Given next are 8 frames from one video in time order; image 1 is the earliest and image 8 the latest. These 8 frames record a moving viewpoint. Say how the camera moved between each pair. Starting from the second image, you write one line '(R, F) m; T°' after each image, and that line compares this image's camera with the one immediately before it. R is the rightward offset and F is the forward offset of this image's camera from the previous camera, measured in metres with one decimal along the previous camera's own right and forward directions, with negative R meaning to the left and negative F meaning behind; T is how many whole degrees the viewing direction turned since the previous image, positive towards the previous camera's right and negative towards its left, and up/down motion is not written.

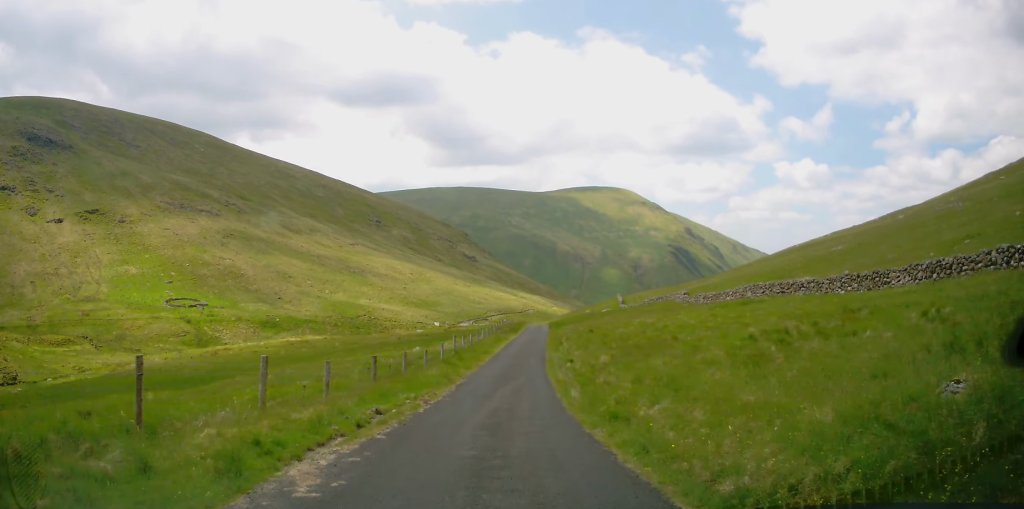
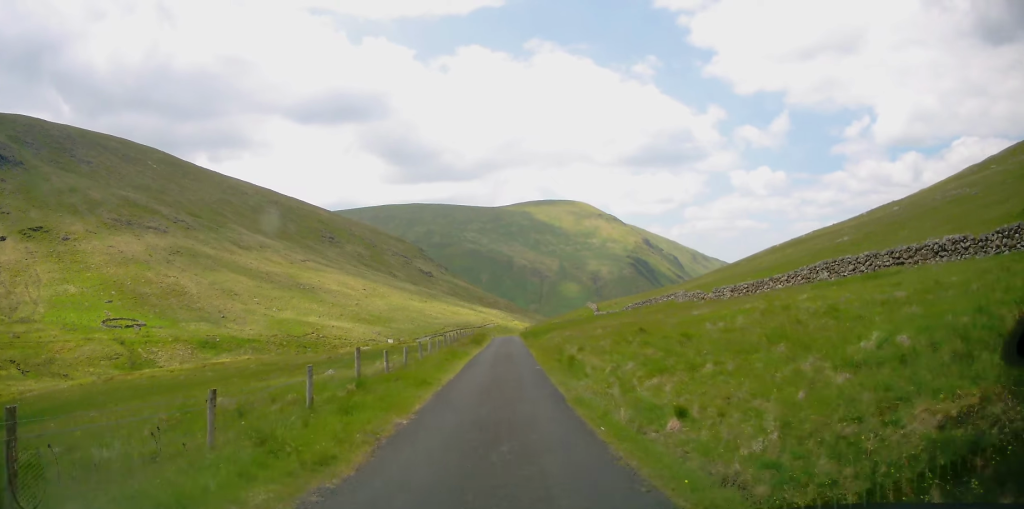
(+1.1, +16.9) m; +3°
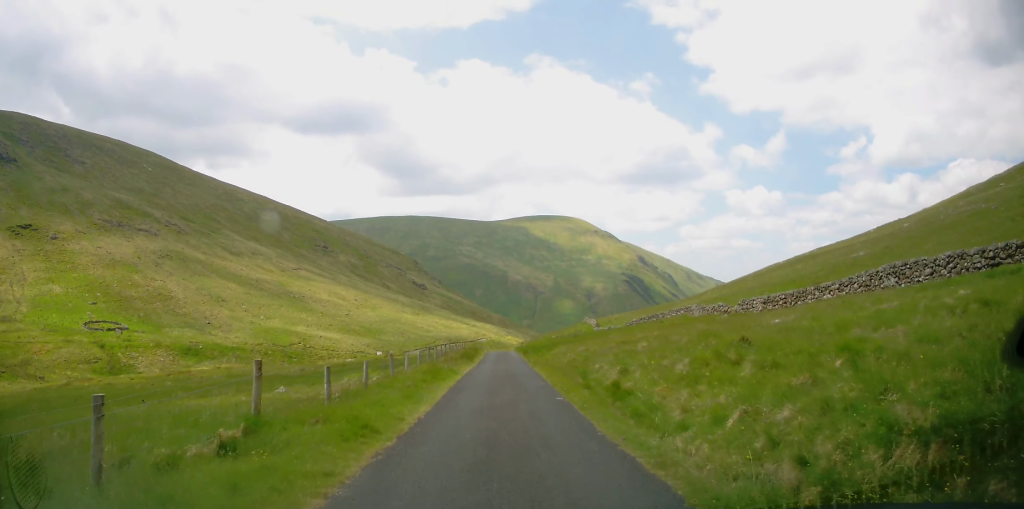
(-0.2, +6.7) m; 0°
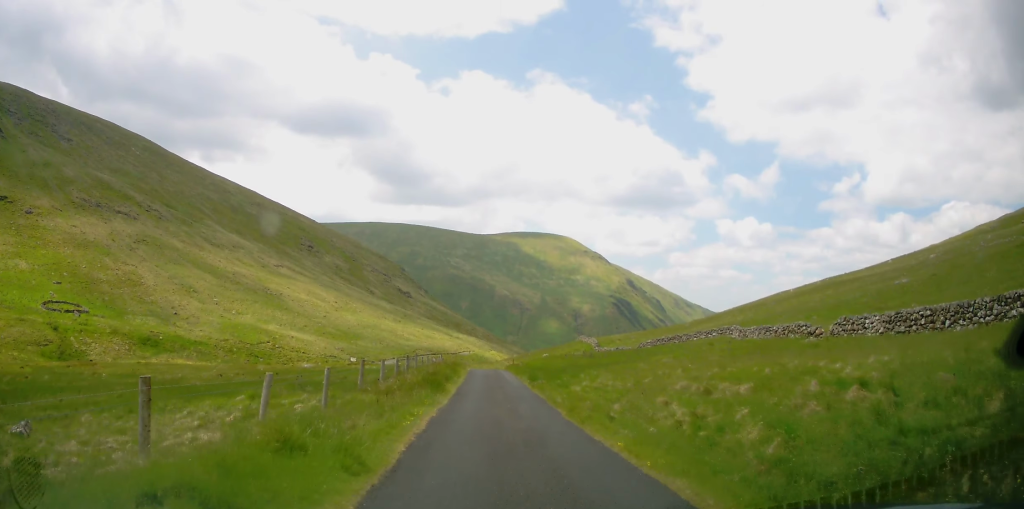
(0.0, +15.0) m; +1°
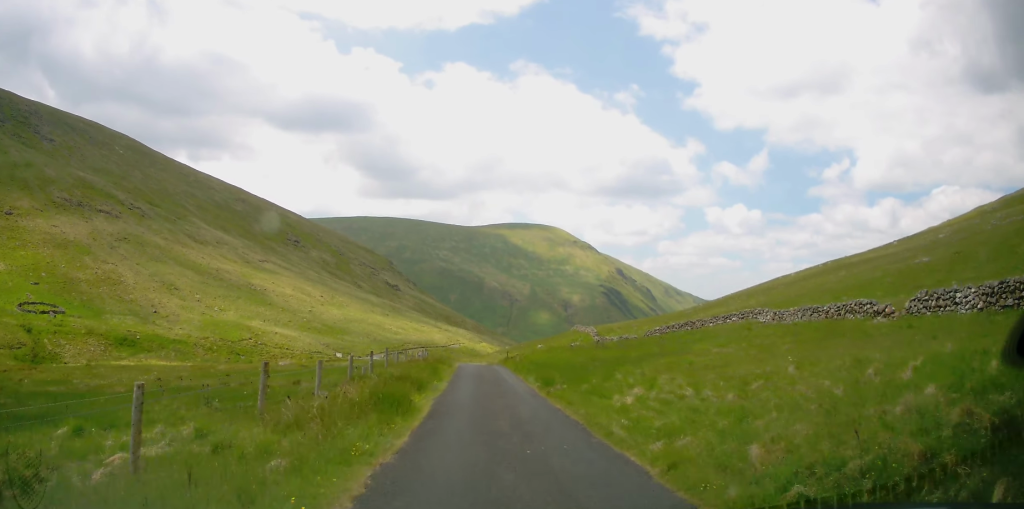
(+0.1, +7.4) m; +1°
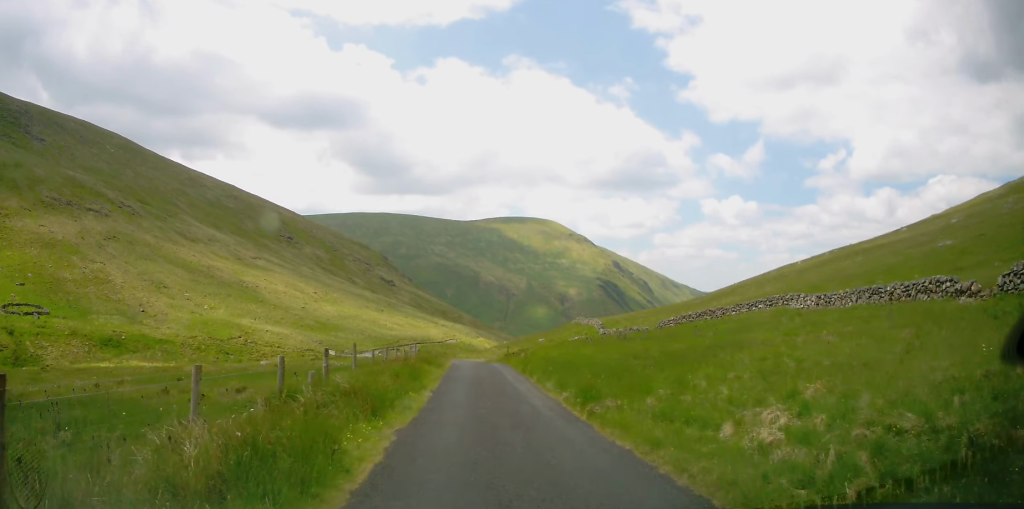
(0.0, +6.0) m; 0°
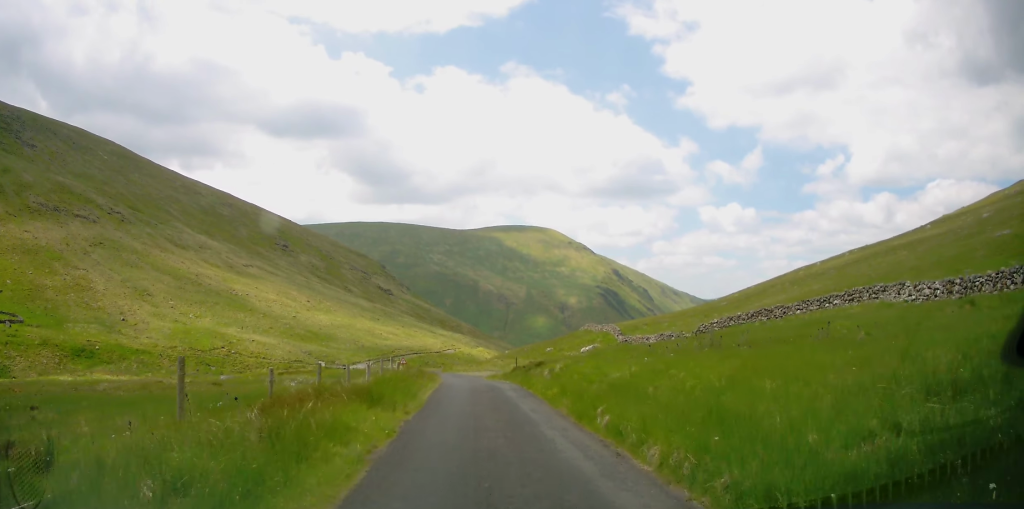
(0.0, +11.5) m; -1°
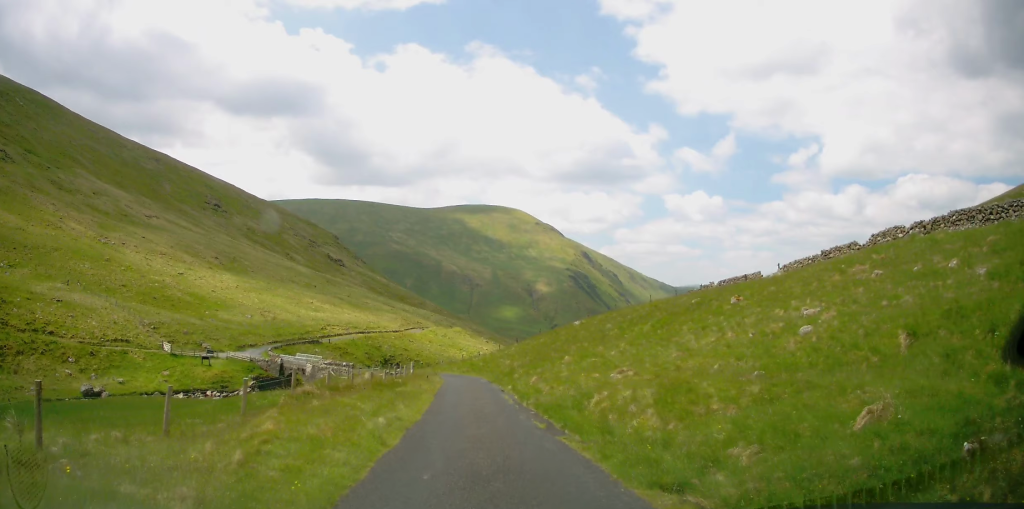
(-0.6, +25.3) m; -2°
